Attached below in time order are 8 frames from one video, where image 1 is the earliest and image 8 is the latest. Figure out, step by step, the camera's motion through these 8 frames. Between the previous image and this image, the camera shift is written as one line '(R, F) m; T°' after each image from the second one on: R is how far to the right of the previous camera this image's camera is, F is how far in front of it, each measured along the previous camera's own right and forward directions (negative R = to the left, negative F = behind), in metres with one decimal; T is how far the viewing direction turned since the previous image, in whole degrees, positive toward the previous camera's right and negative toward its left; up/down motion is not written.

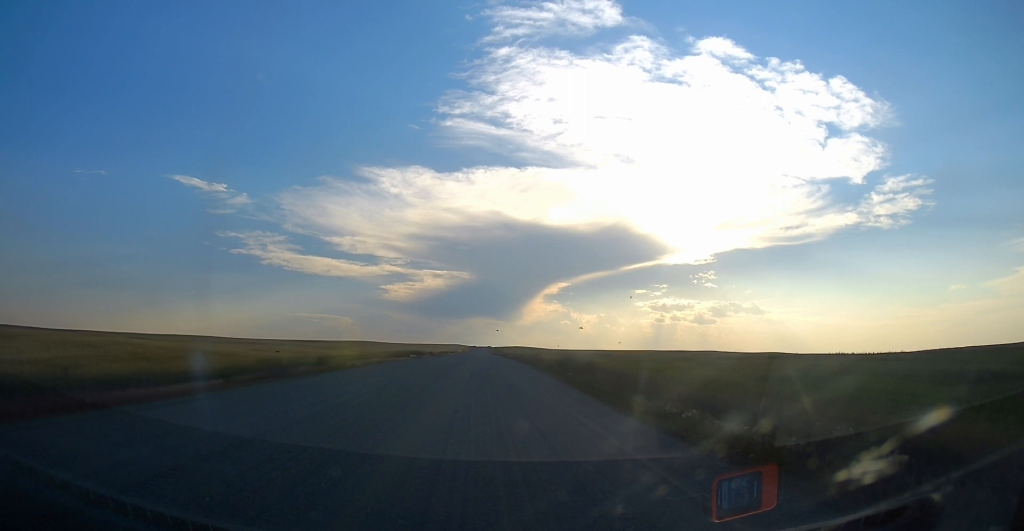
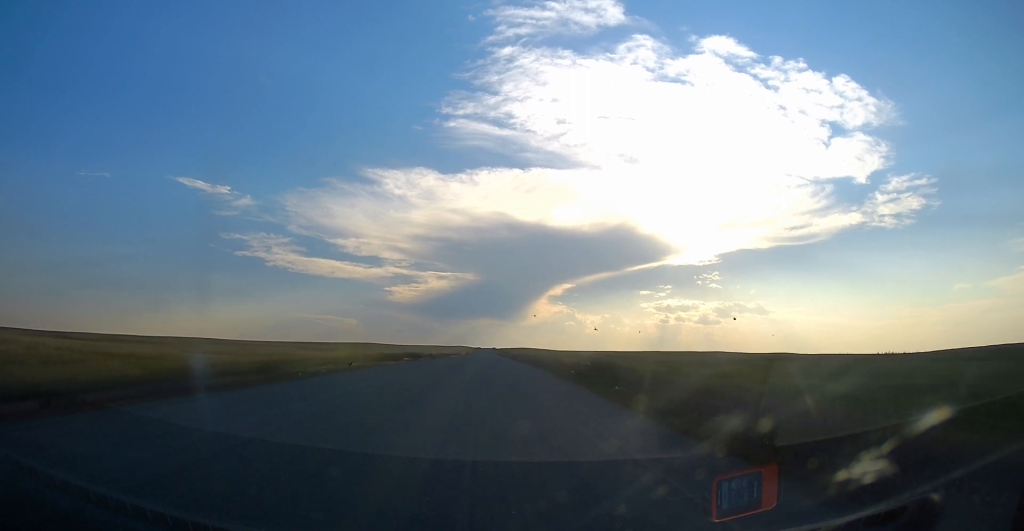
(0.0, +11.2) m; 0°
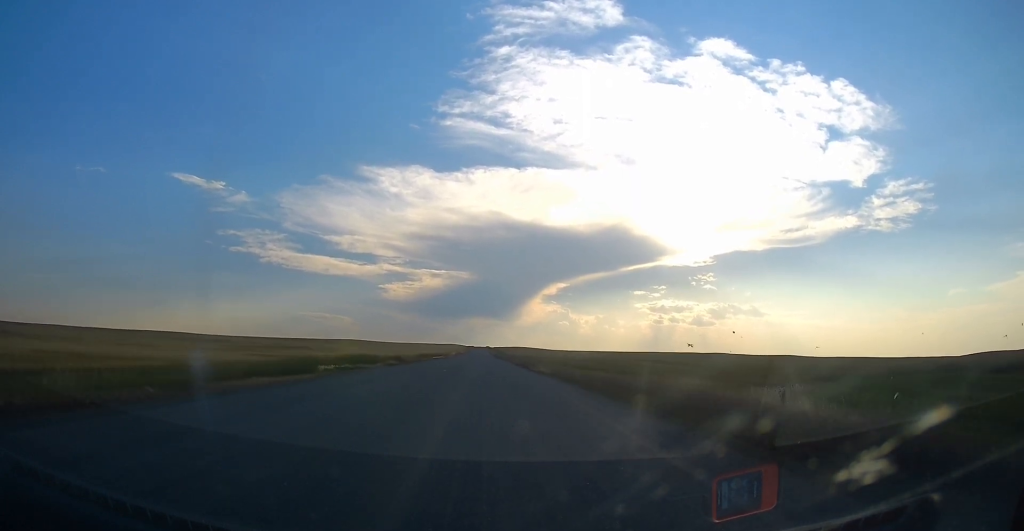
(0.0, +36.0) m; 0°
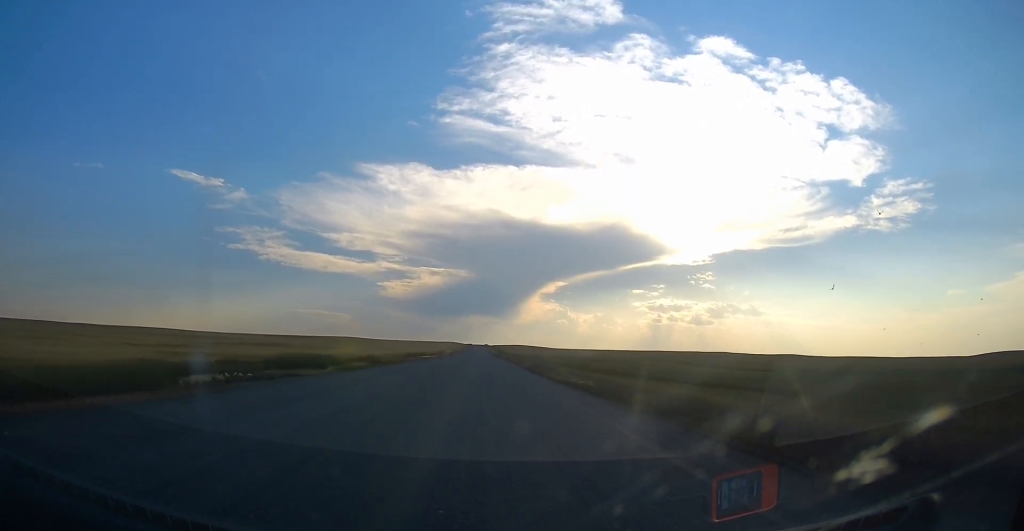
(0.0, +17.2) m; 0°
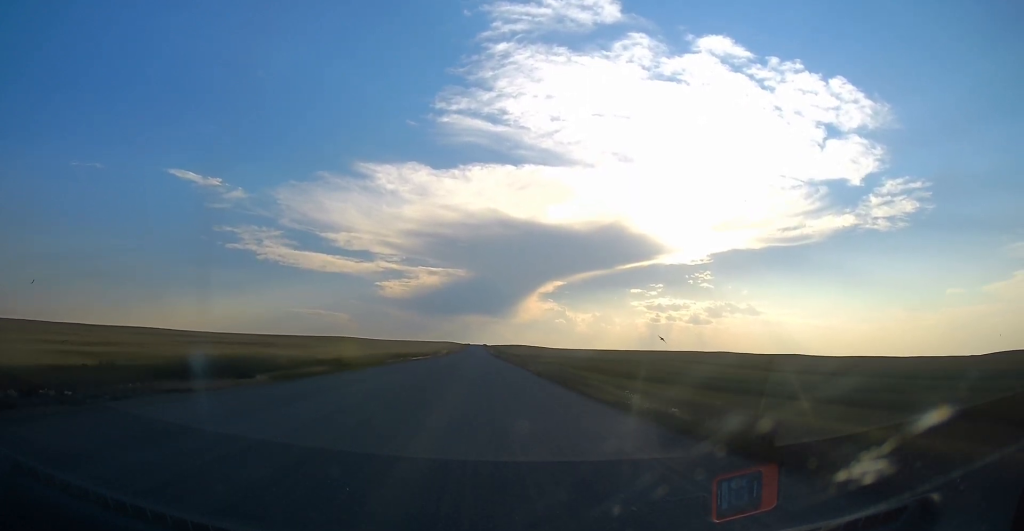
(0.0, +12.2) m; +1°
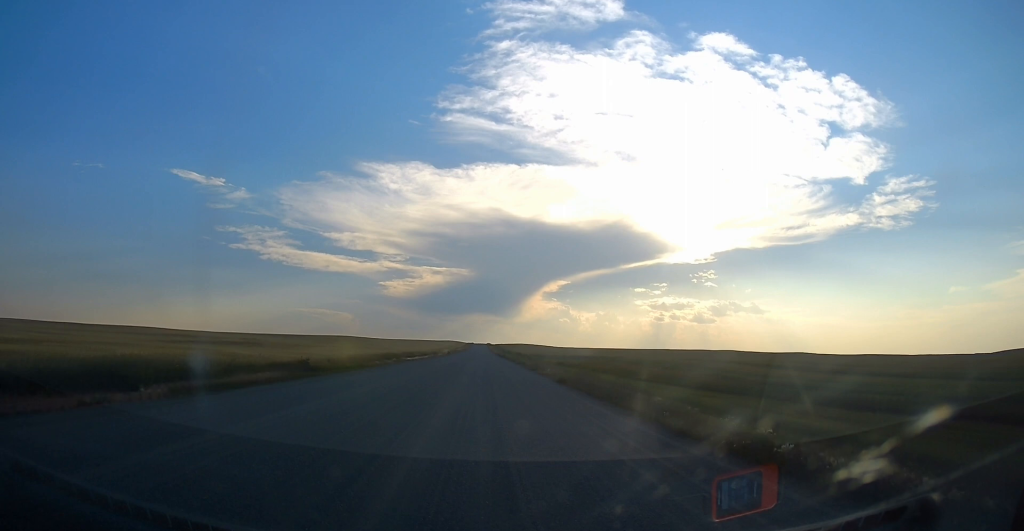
(+0.1, +9.7) m; 0°
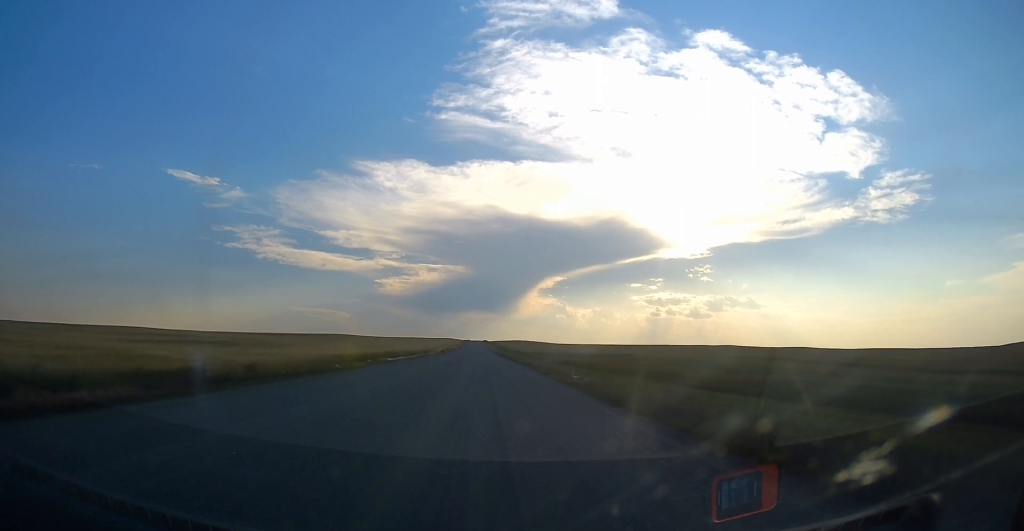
(+0.2, +13.5) m; 0°
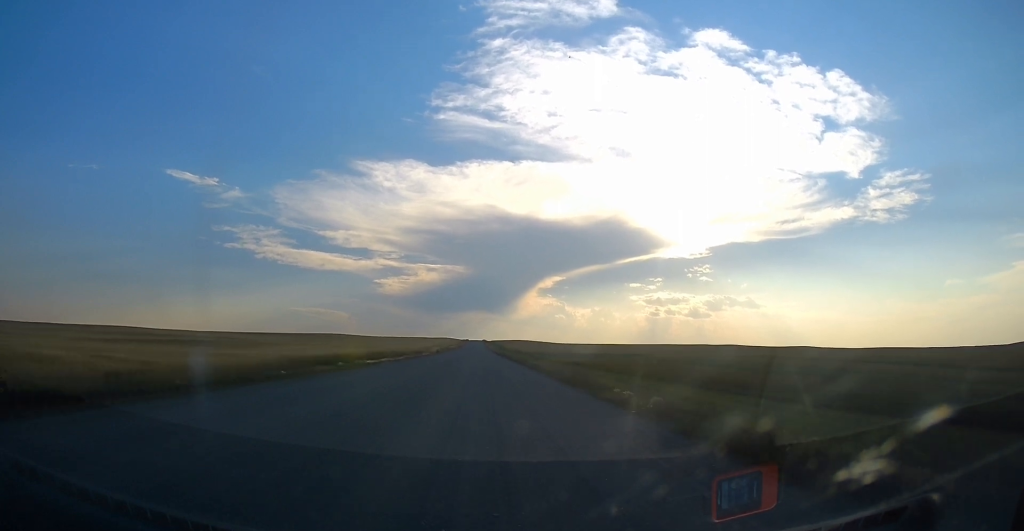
(-0.2, +10.8) m; -1°
